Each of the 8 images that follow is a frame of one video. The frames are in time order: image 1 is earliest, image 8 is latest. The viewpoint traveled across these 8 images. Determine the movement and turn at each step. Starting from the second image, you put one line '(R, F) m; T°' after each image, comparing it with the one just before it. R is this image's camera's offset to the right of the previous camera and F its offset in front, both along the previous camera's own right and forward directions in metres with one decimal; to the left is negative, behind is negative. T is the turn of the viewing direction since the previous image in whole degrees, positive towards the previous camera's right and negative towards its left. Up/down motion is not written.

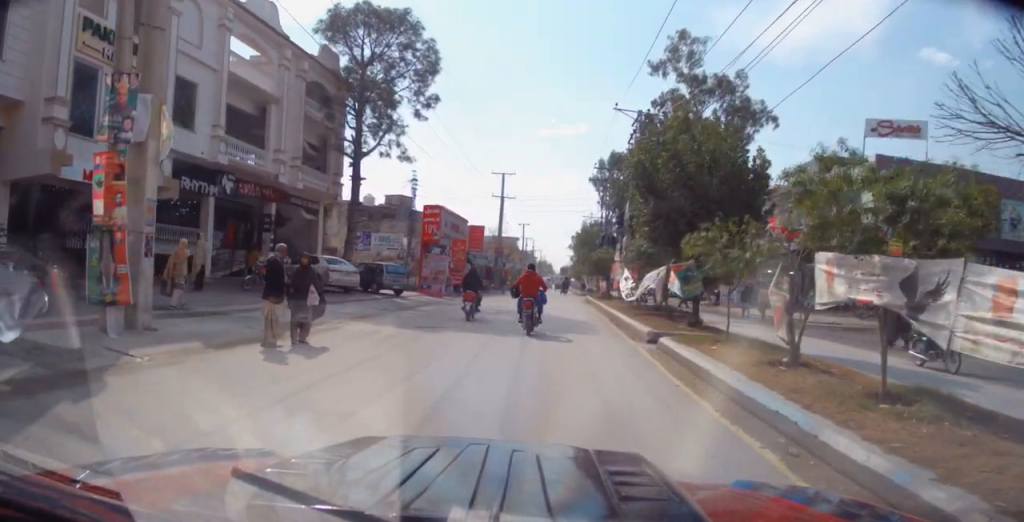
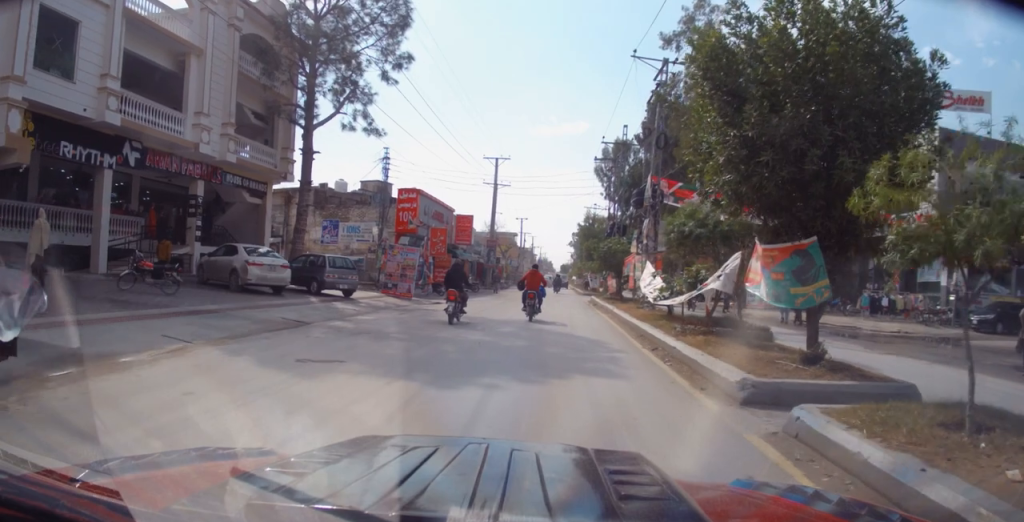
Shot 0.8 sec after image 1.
(-0.2, +7.1) m; -1°
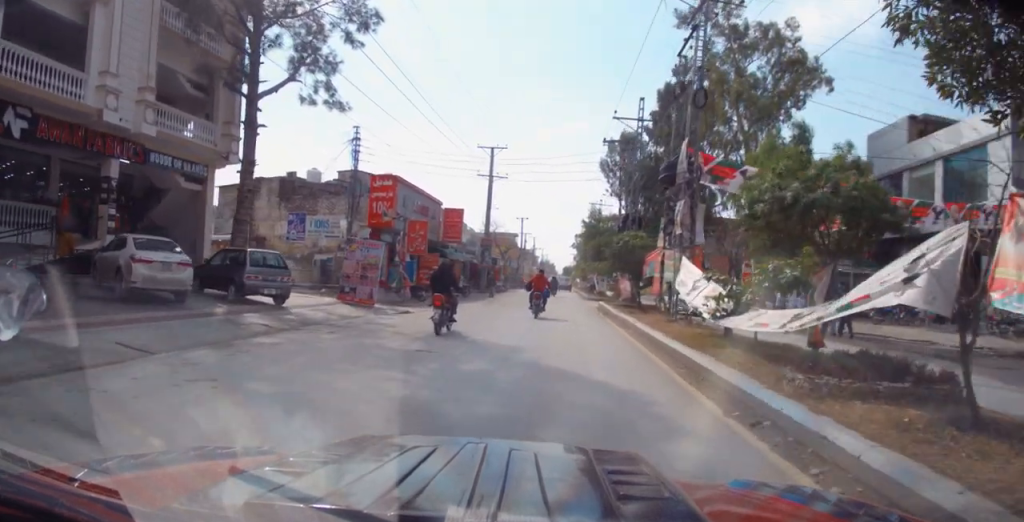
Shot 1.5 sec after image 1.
(-0.2, +6.0) m; 0°
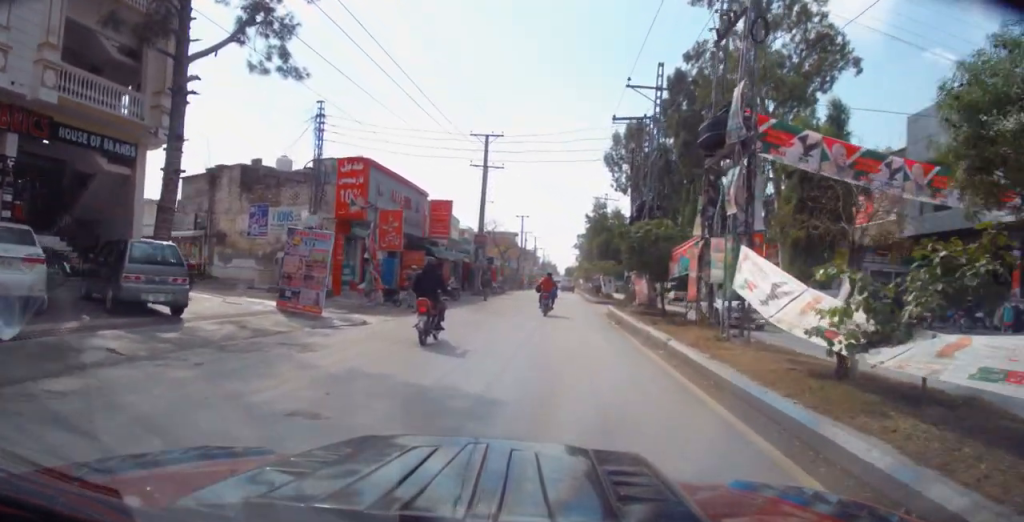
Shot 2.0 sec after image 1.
(+0.2, +5.2) m; +1°
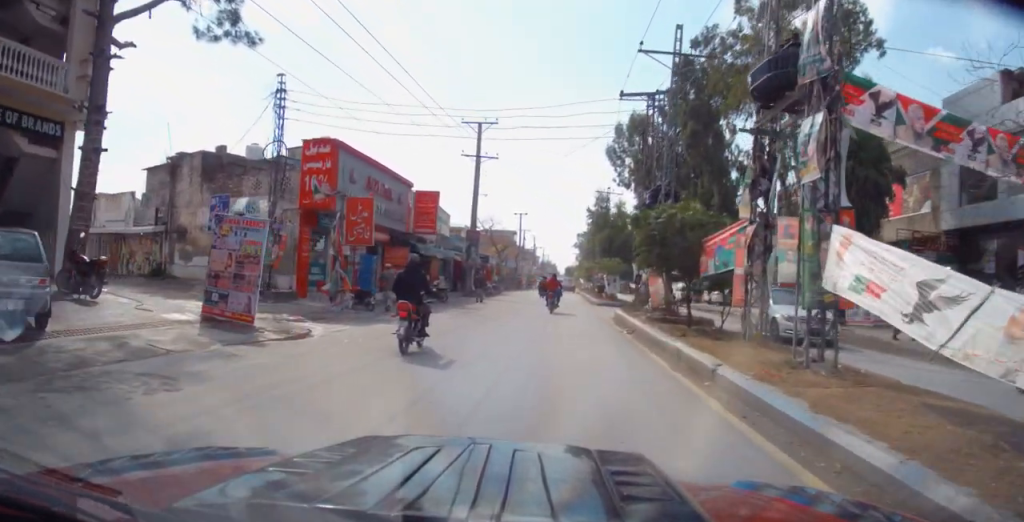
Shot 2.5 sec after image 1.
(+0.1, +3.9) m; 0°
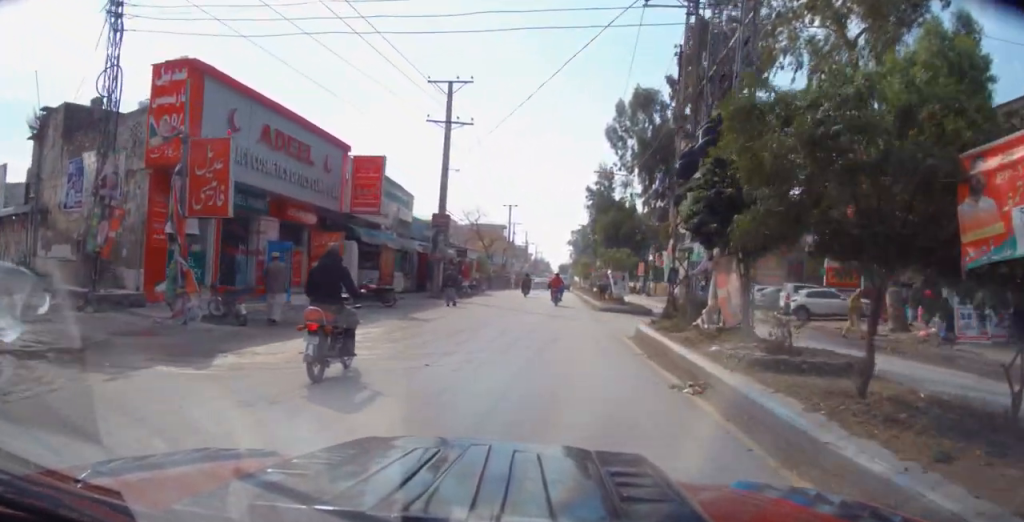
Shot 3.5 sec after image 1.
(-0.2, +9.0) m; 0°
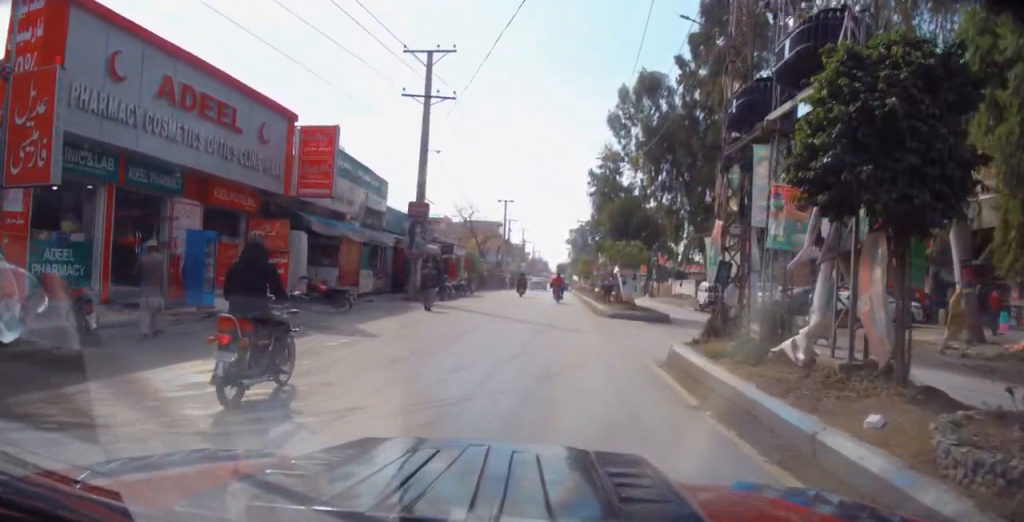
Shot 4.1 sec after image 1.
(0.0, +5.2) m; +2°
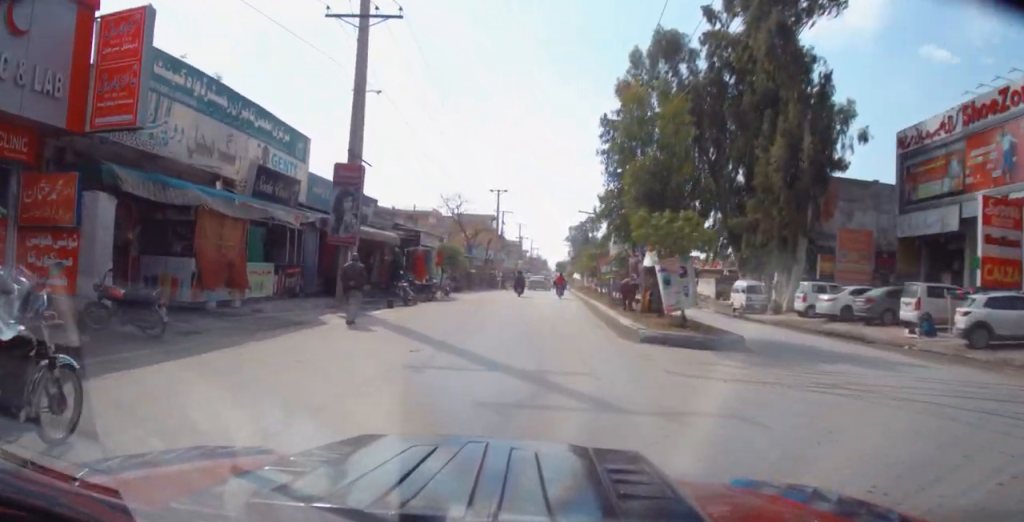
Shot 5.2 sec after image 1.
(+0.4, +9.4) m; 0°
